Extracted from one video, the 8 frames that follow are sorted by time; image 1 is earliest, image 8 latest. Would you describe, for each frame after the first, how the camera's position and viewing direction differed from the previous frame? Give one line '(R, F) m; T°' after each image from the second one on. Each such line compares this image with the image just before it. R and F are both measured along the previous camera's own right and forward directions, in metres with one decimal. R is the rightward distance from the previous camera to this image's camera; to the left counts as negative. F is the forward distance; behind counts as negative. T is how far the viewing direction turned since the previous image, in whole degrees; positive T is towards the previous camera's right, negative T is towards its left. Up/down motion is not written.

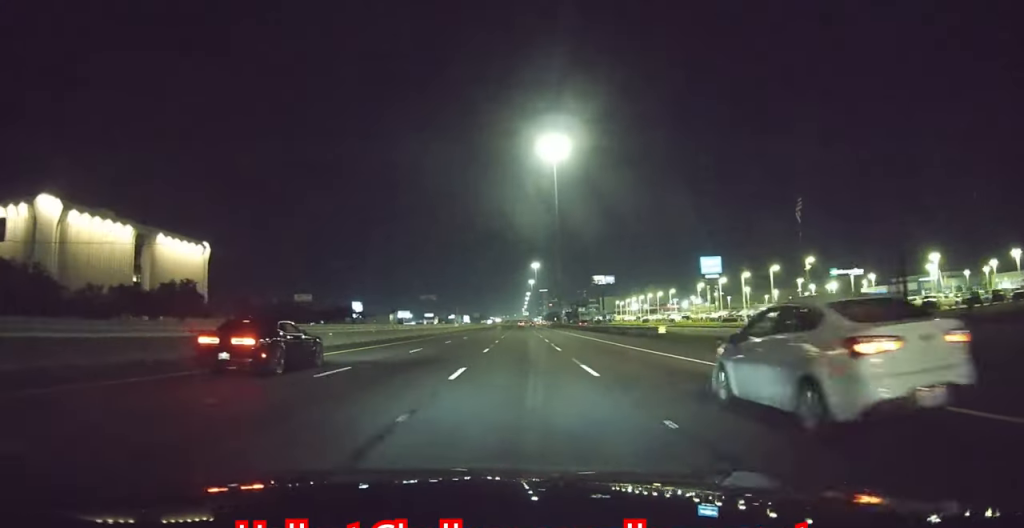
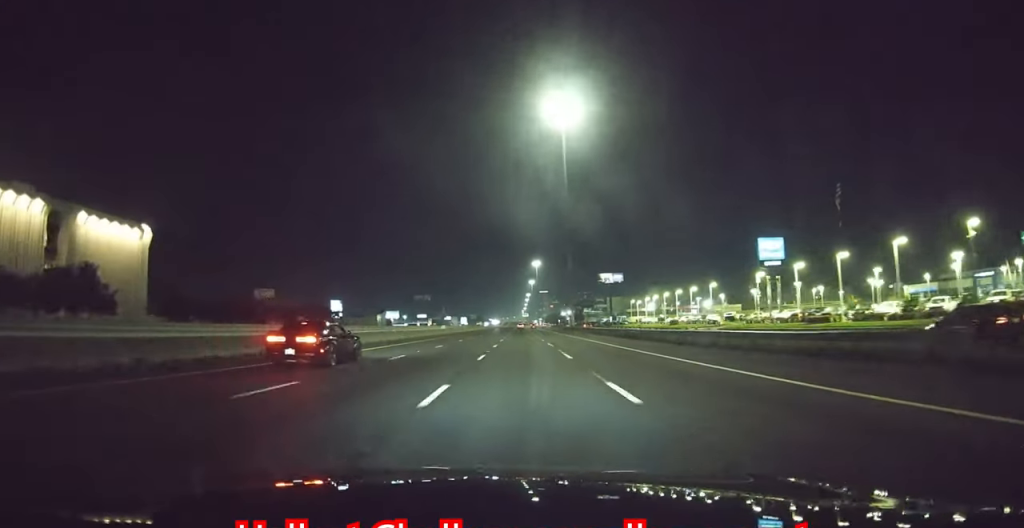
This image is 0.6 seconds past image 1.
(+0.1, +29.2) m; 0°
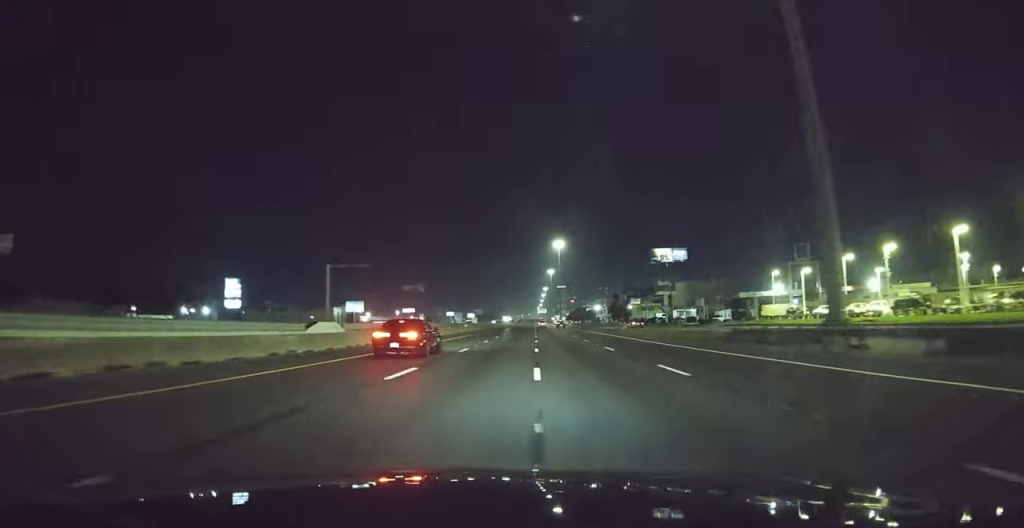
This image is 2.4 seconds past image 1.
(-1.1, +93.7) m; -1°
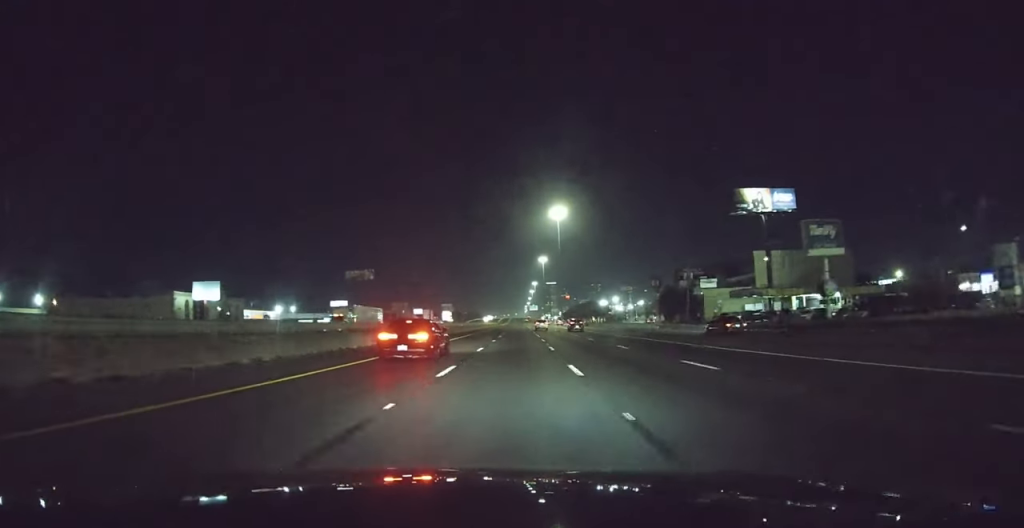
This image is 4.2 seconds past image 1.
(+0.3, +96.6) m; +1°
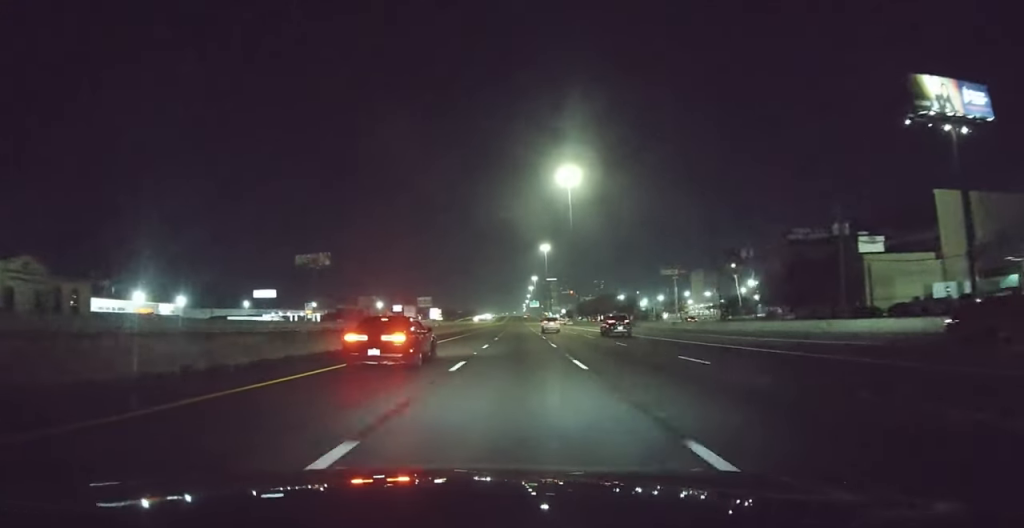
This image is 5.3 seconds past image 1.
(+0.1, +59.3) m; +1°
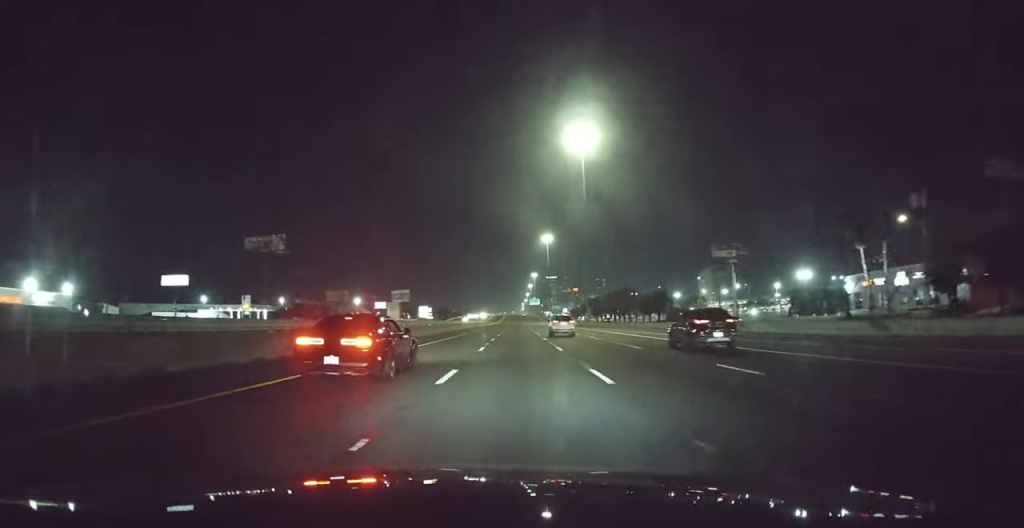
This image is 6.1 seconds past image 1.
(+0.2, +39.6) m; +1°
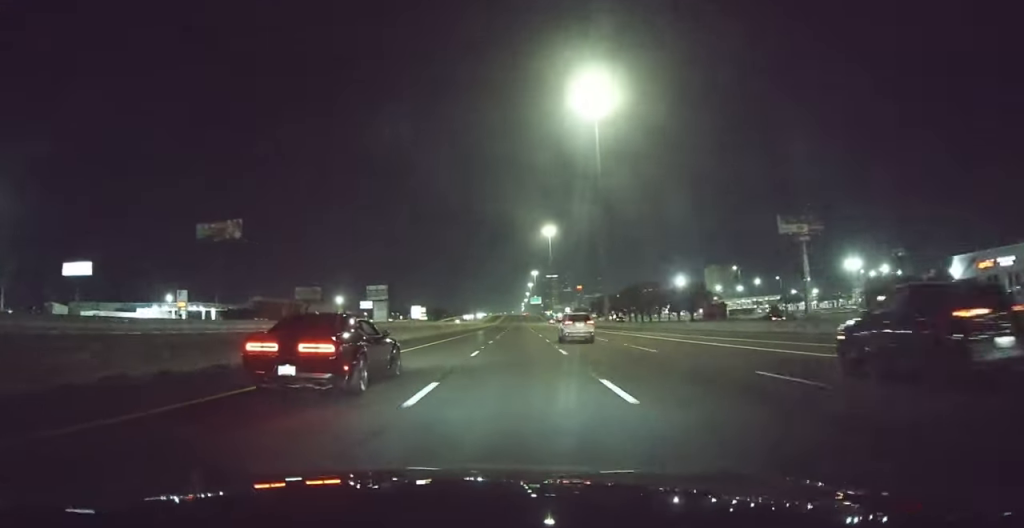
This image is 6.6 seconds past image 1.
(+0.1, +27.2) m; 0°
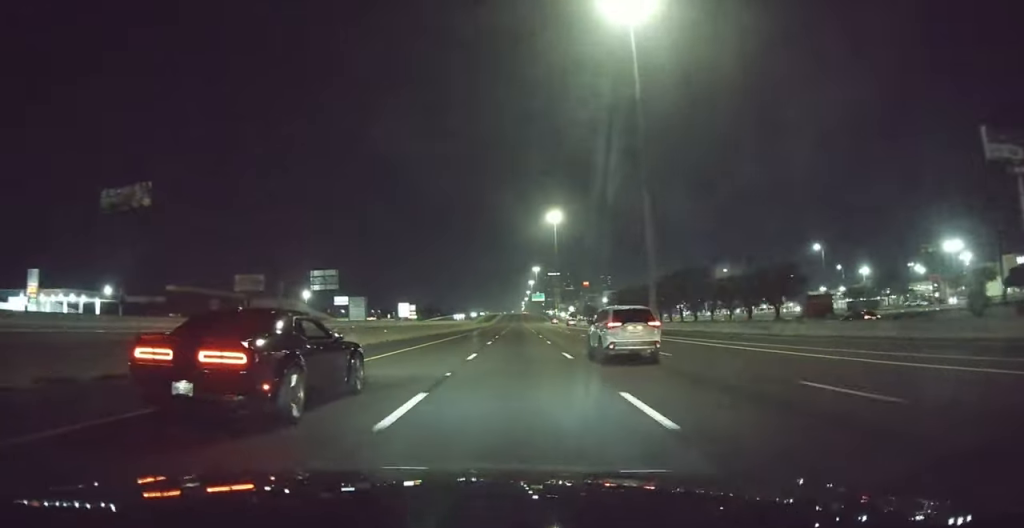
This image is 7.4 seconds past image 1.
(+0.1, +38.7) m; 0°
